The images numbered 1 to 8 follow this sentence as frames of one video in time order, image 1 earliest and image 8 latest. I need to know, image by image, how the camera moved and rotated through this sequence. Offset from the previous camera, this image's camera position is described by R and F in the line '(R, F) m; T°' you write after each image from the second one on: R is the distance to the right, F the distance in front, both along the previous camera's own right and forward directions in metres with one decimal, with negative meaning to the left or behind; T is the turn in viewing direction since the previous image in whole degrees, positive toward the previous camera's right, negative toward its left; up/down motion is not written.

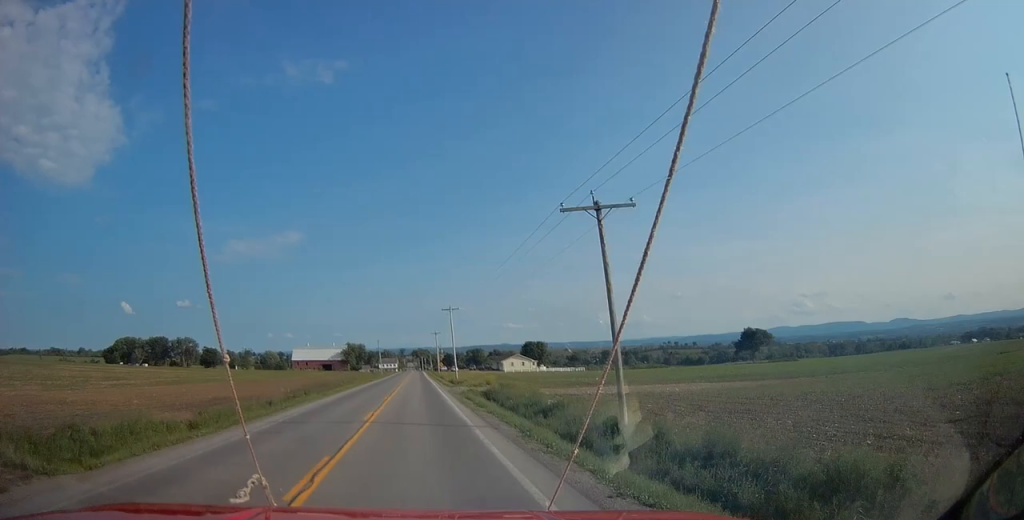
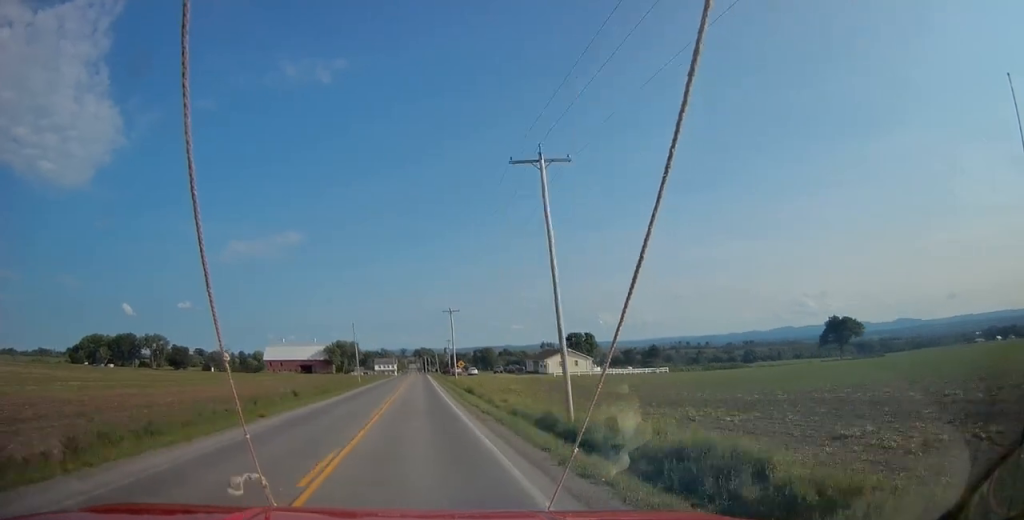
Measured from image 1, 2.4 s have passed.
(-0.1, +59.7) m; 0°
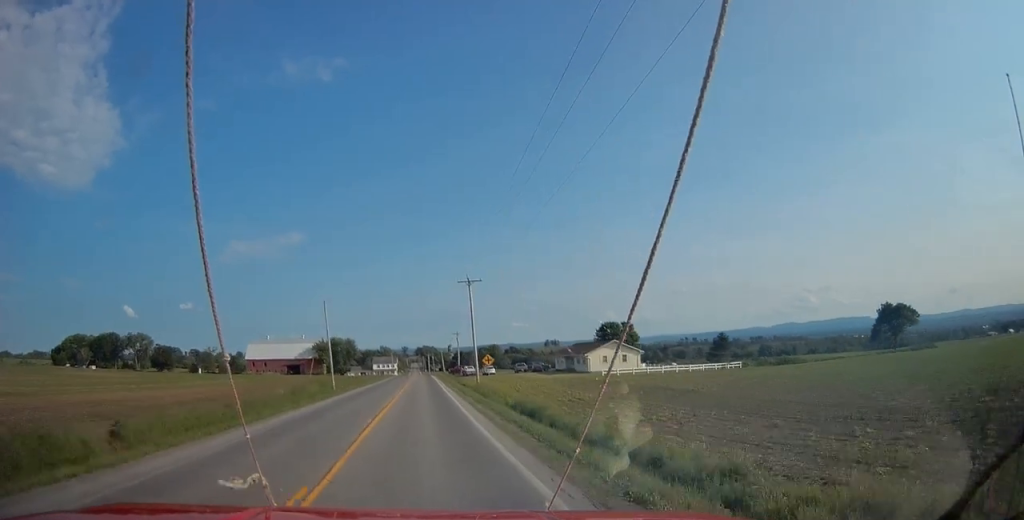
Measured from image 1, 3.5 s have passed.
(-0.1, +28.4) m; 0°
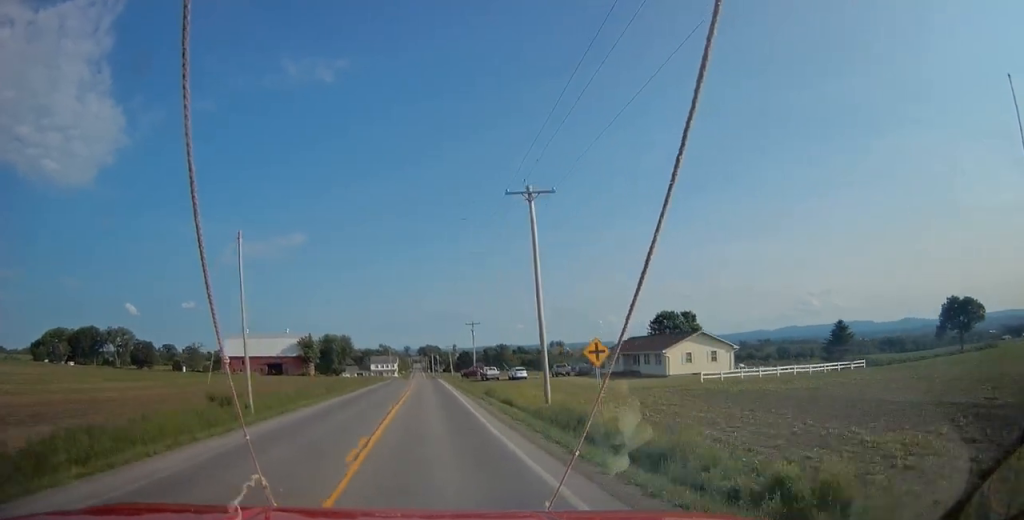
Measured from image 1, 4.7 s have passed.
(0.0, +30.1) m; 0°
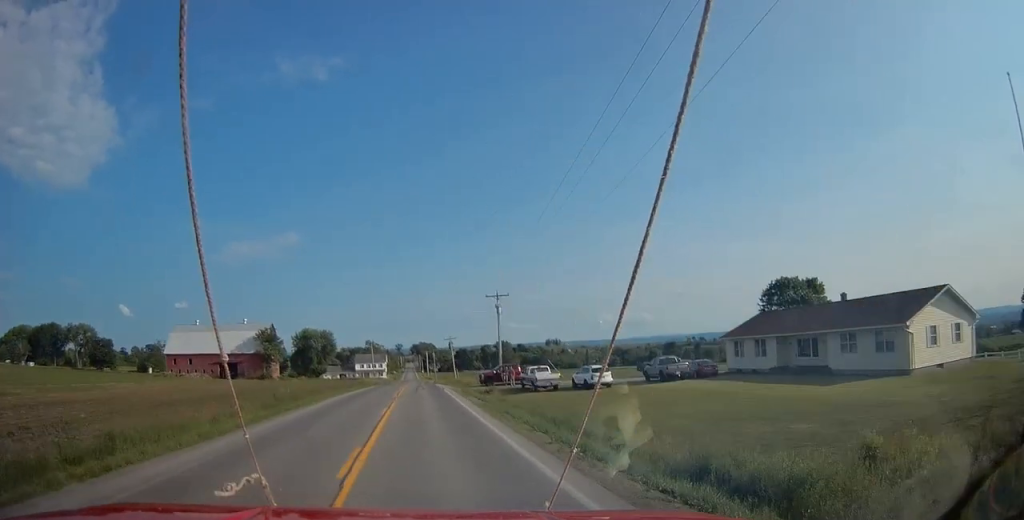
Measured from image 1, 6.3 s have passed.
(+0.1, +38.6) m; 0°
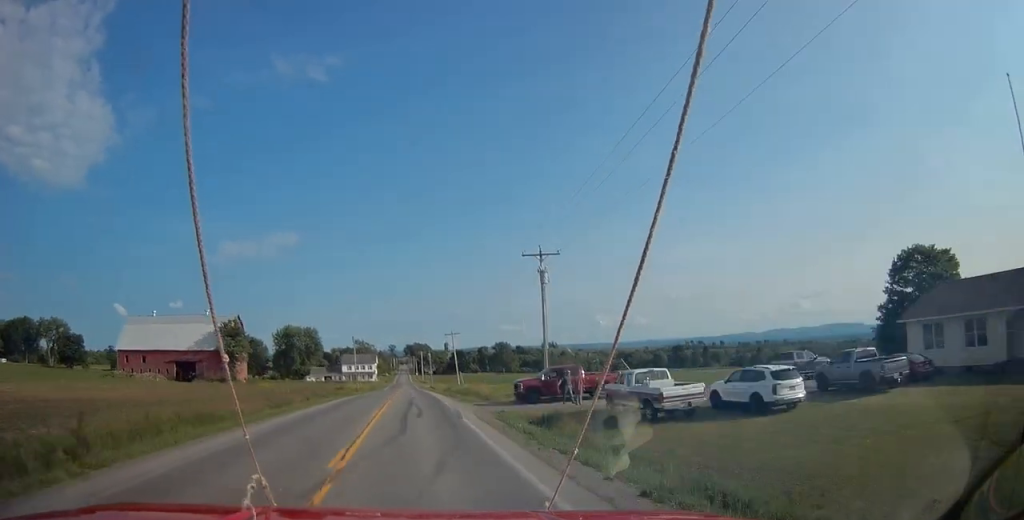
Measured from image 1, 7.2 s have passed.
(0.0, +23.5) m; 0°
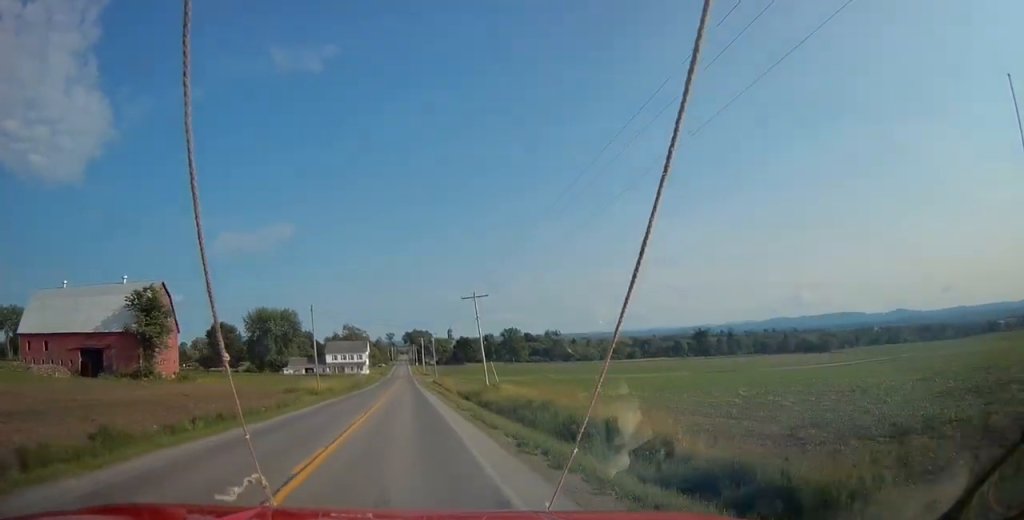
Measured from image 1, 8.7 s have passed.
(0.0, +37.1) m; 0°
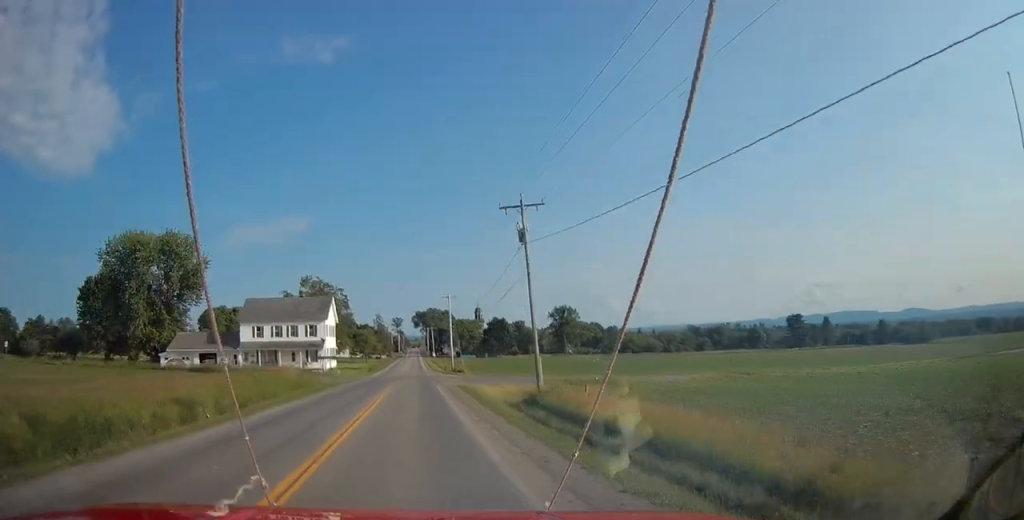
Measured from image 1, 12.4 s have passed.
(-0.5, +95.0) m; -1°
